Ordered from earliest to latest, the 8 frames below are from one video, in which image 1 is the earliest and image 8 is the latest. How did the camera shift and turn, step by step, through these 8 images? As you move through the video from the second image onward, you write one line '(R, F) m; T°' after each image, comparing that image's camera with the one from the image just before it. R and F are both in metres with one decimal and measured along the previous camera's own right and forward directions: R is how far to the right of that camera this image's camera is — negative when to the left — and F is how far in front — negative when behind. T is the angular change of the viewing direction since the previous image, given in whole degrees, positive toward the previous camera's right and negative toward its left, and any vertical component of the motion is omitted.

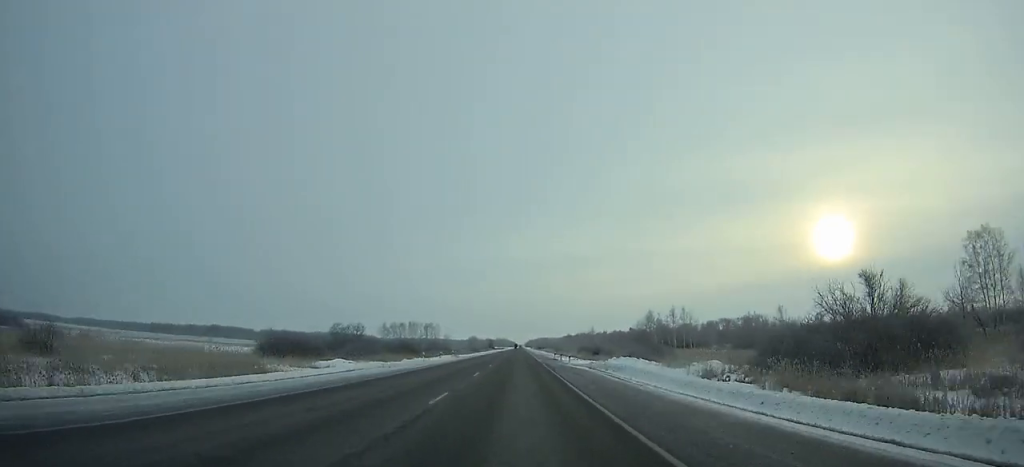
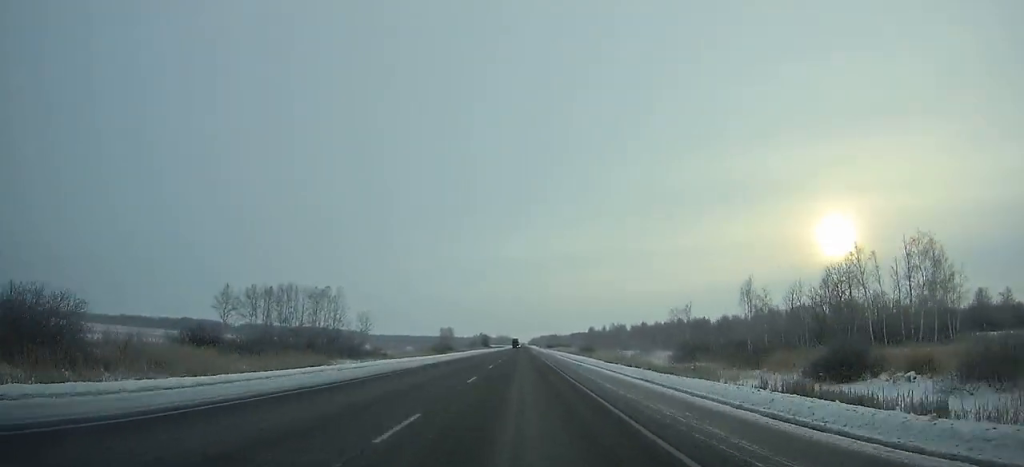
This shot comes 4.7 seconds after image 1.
(0.0, +113.0) m; 0°
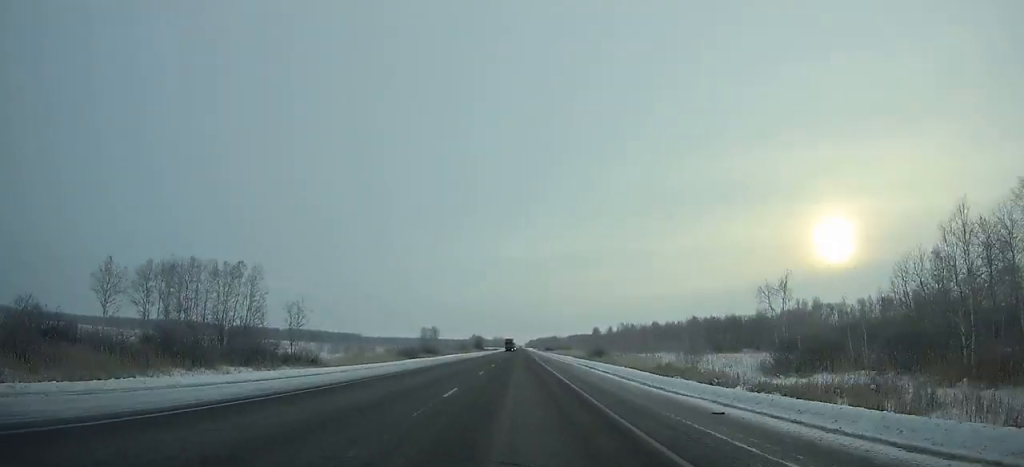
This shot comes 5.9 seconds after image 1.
(+0.1, +28.7) m; 0°
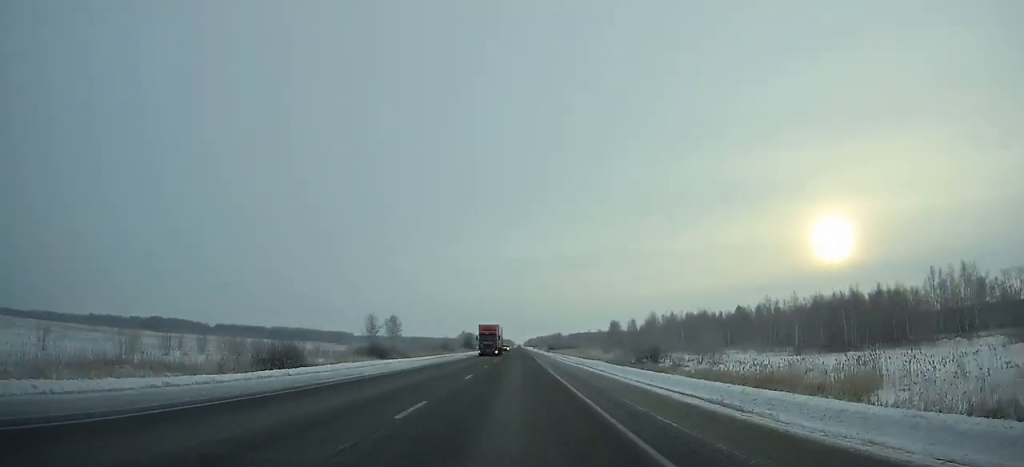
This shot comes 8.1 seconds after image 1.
(+0.1, +52.7) m; 0°
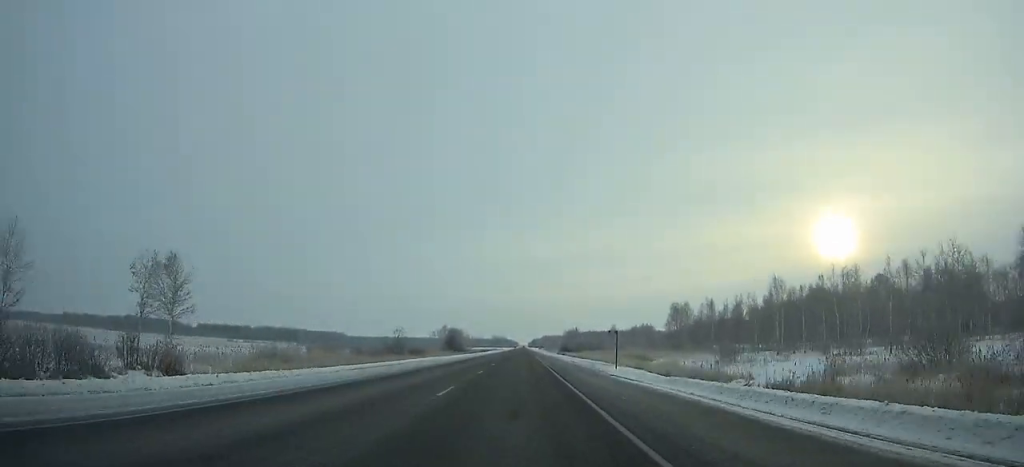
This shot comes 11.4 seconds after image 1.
(-0.3, +79.0) m; 0°
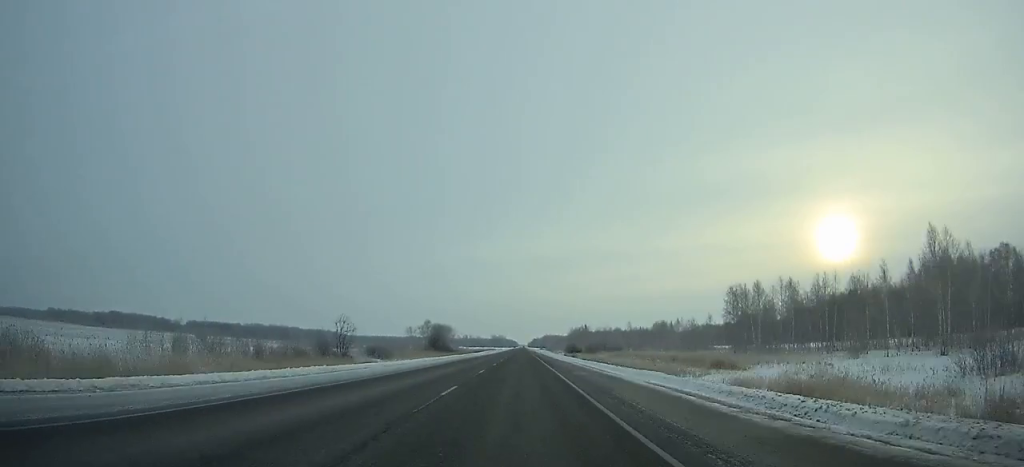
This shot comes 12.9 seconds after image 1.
(-0.1, +35.9) m; 0°
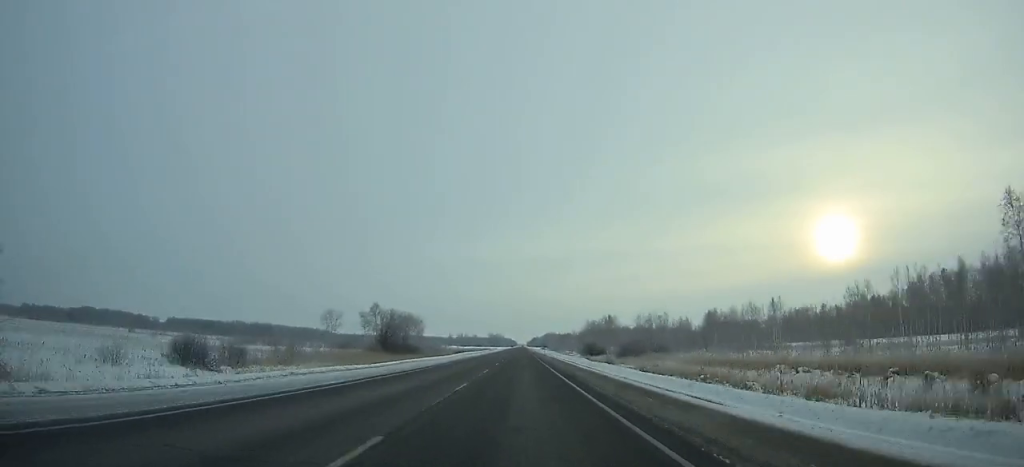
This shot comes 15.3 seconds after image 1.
(+0.1, +57.1) m; 0°
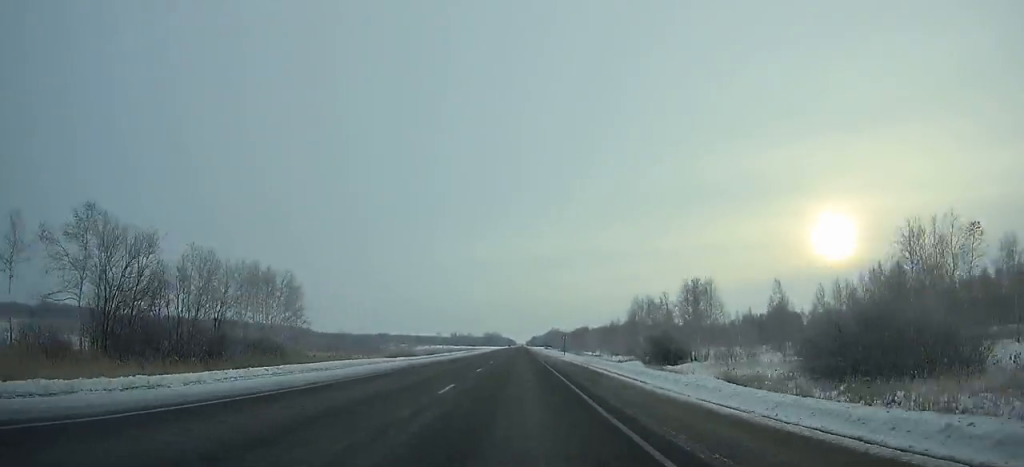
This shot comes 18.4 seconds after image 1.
(+0.1, +73.7) m; 0°
